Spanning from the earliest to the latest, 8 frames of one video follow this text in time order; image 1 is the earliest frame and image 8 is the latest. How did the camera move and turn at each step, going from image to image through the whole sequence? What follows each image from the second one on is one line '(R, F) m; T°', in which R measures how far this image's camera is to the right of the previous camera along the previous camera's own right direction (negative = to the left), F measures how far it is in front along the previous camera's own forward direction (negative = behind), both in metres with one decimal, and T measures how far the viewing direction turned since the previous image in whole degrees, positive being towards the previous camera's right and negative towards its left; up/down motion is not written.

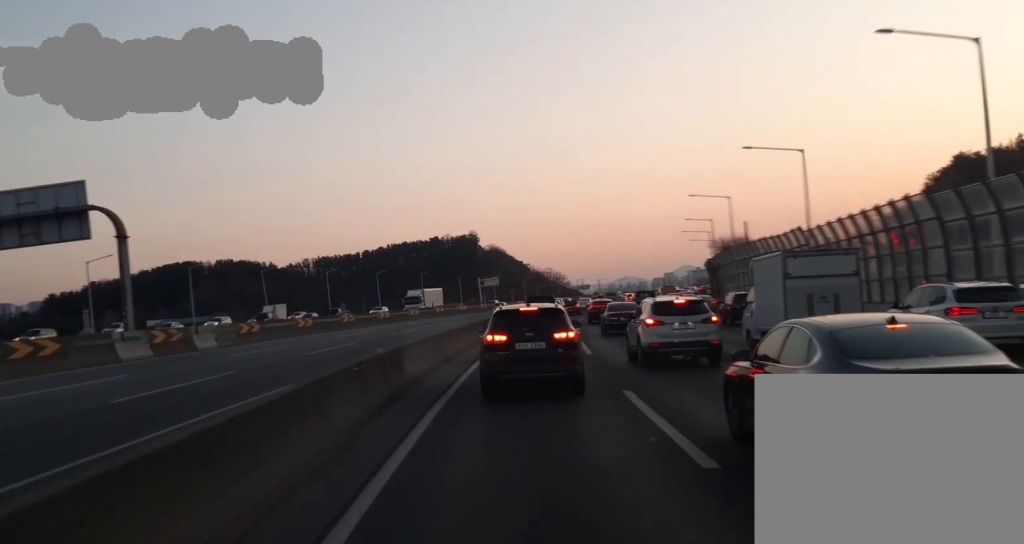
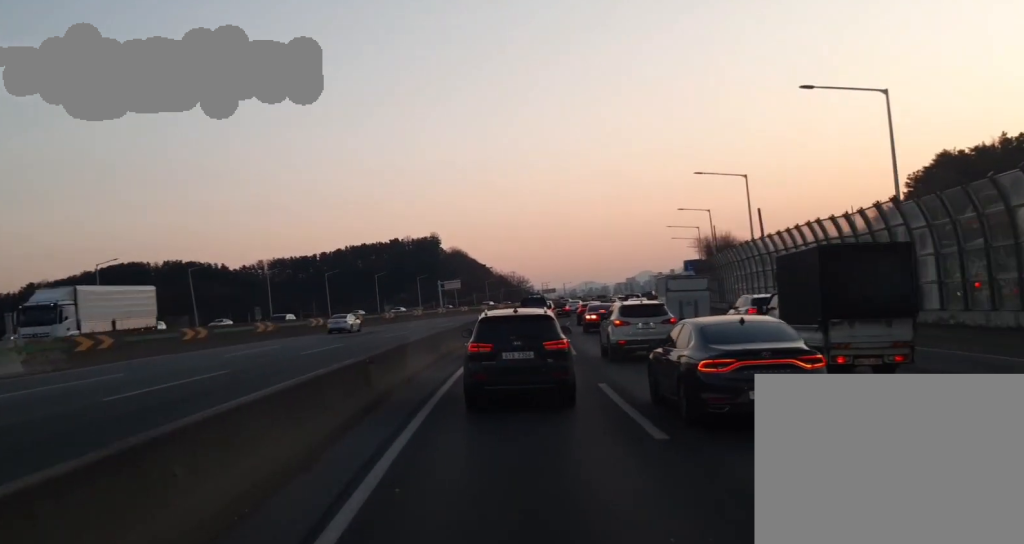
(0.0, +20.8) m; +2°
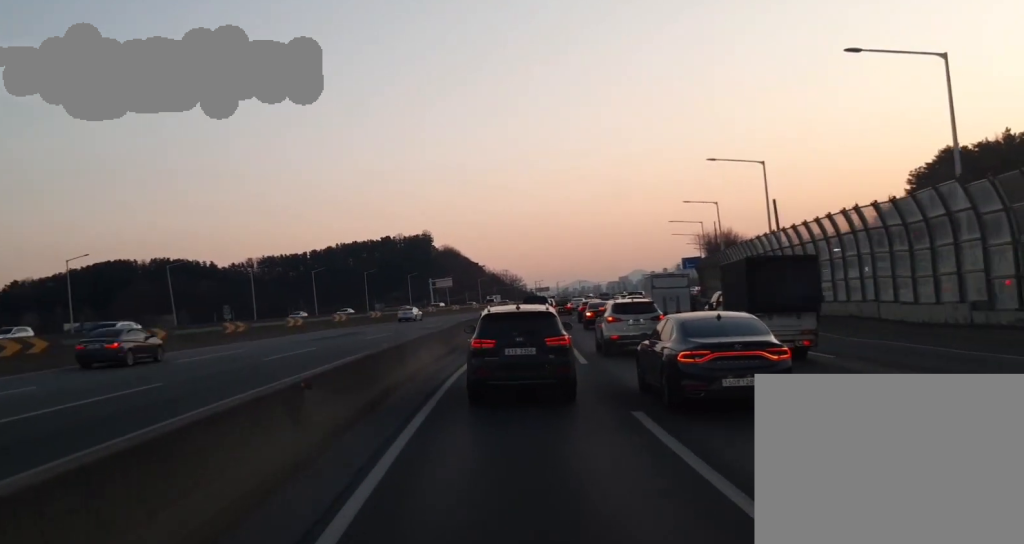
(+0.1, +6.5) m; +1°
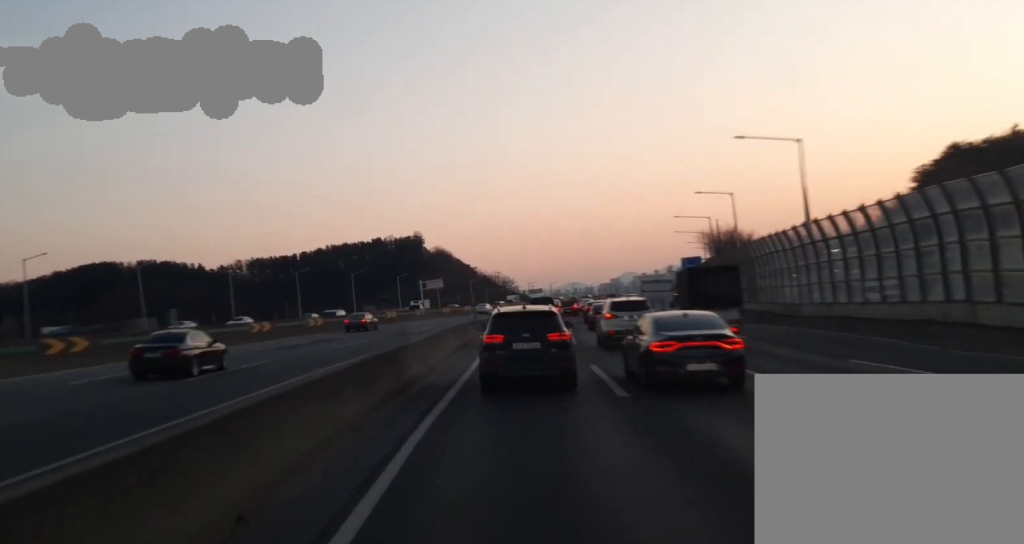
(+0.4, +9.4) m; 0°
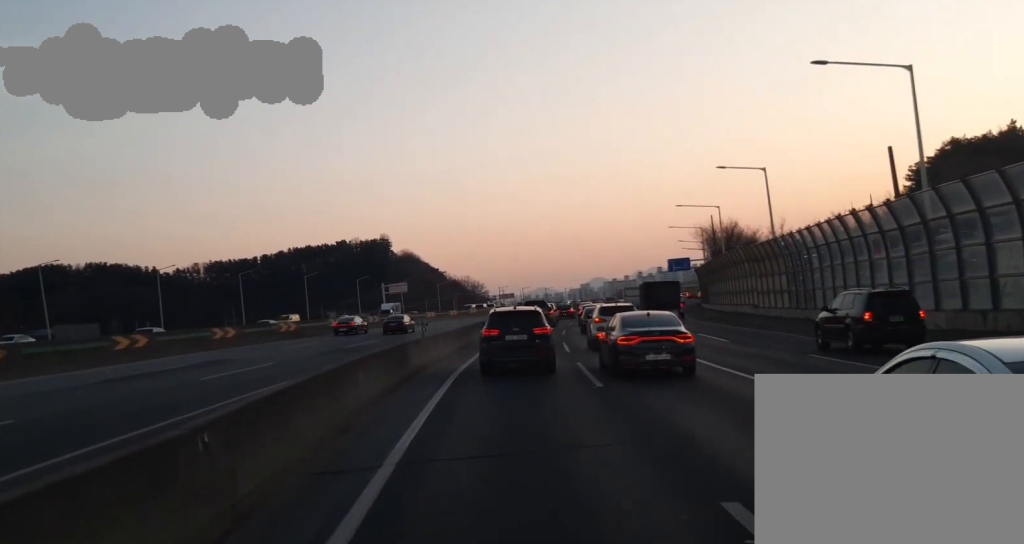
(-0.5, +17.3) m; 0°
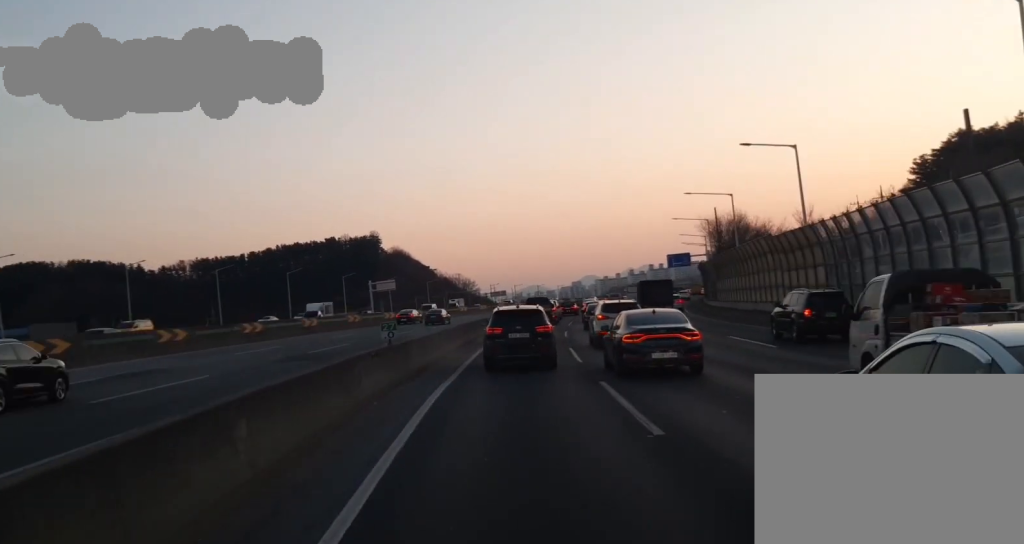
(0.0, +6.9) m; +2°
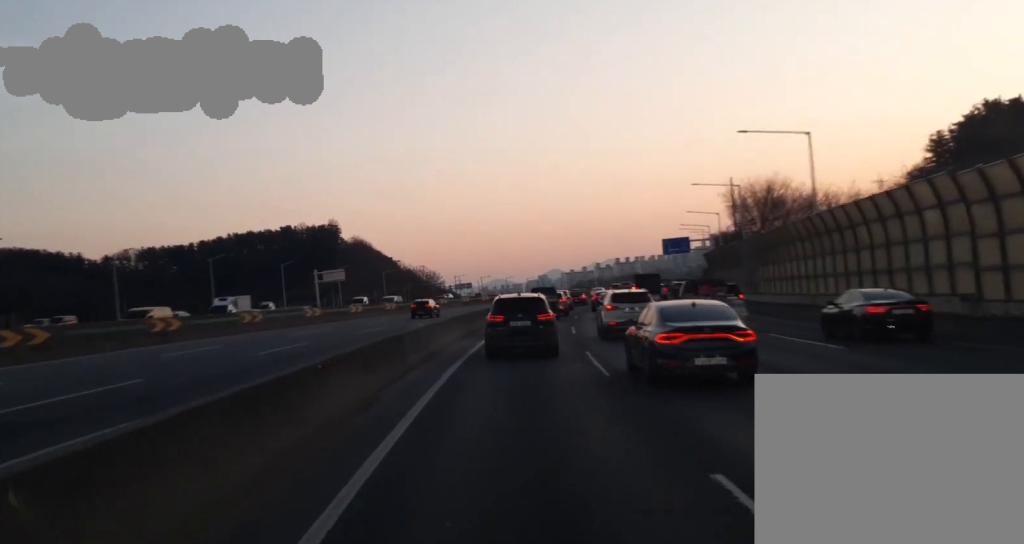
(+1.5, +23.9) m; +5°
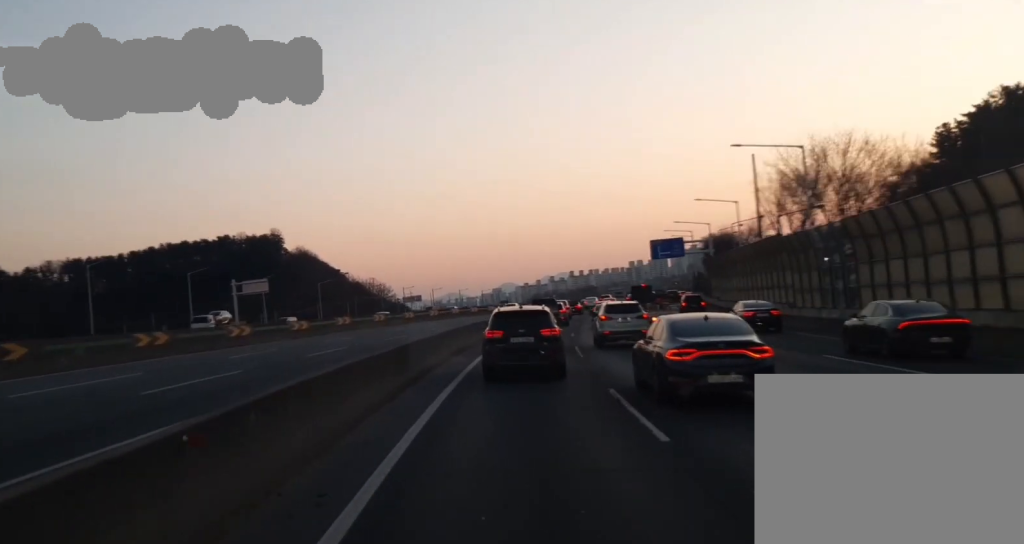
(+0.5, +25.0) m; +4°
